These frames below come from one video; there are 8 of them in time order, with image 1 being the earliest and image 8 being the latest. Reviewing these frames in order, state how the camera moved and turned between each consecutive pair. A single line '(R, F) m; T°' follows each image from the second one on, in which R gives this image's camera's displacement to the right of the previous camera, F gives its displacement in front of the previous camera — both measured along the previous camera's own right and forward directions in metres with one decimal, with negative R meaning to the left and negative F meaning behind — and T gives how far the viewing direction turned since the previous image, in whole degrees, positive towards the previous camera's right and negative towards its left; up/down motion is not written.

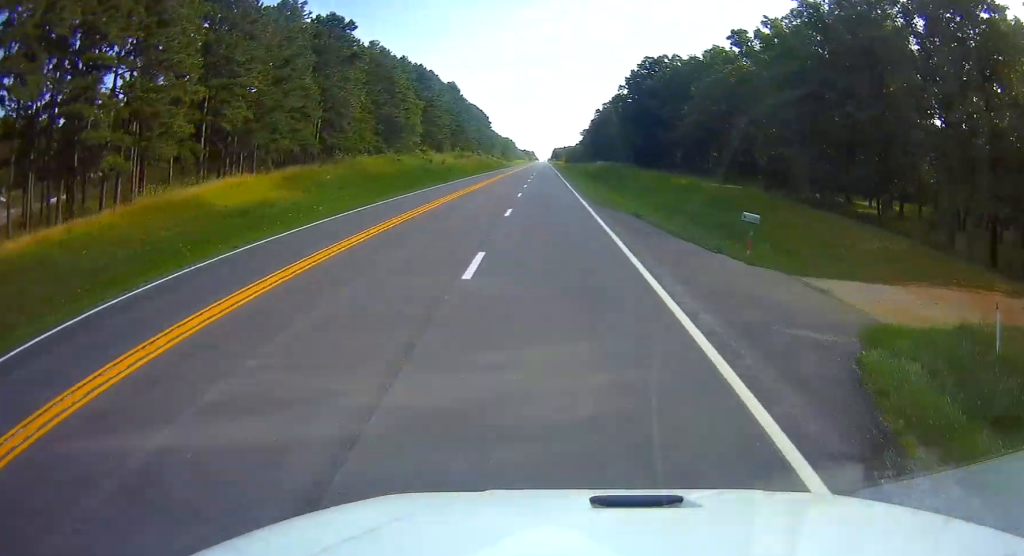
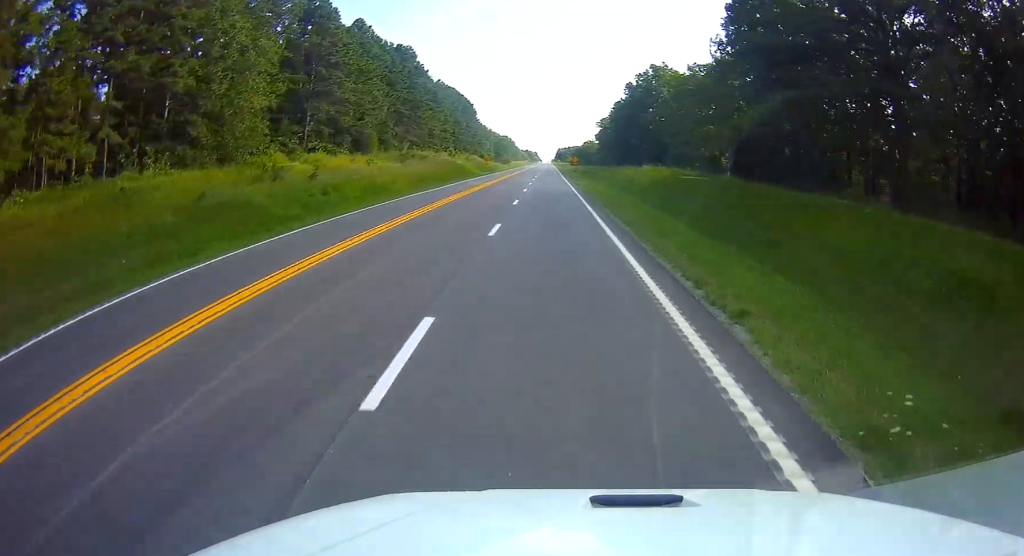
(-0.1, +54.0) m; 0°
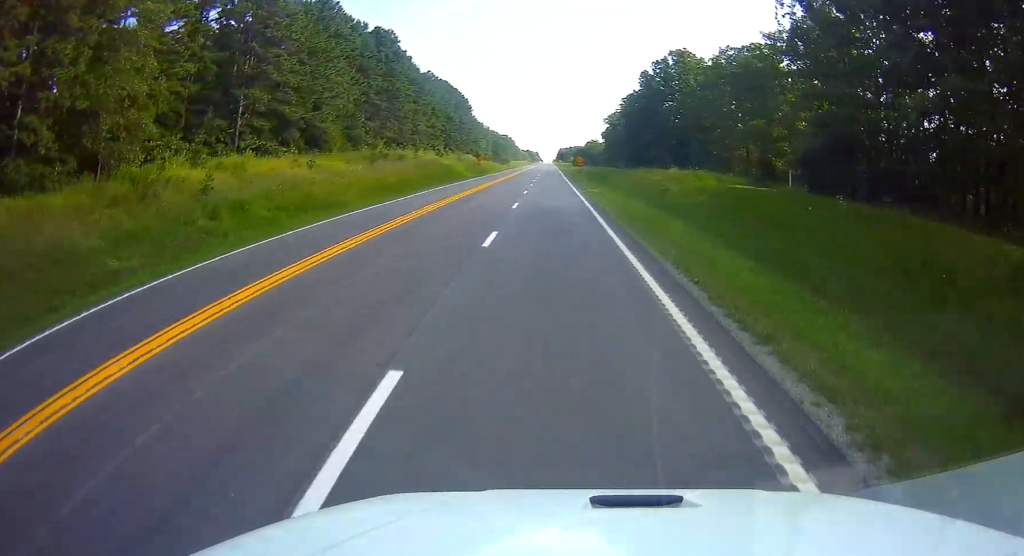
(0.0, +14.3) m; 0°
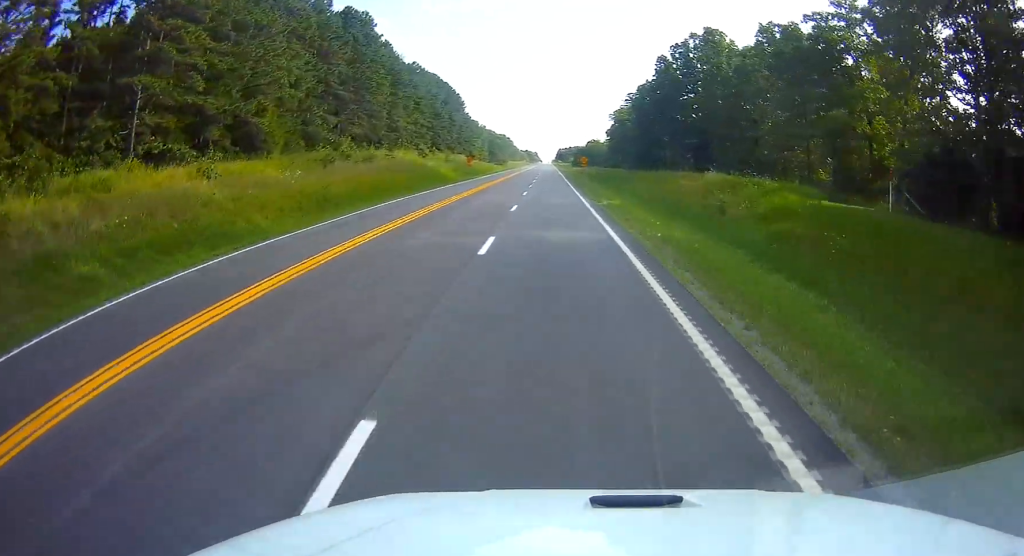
(0.0, +13.3) m; 0°
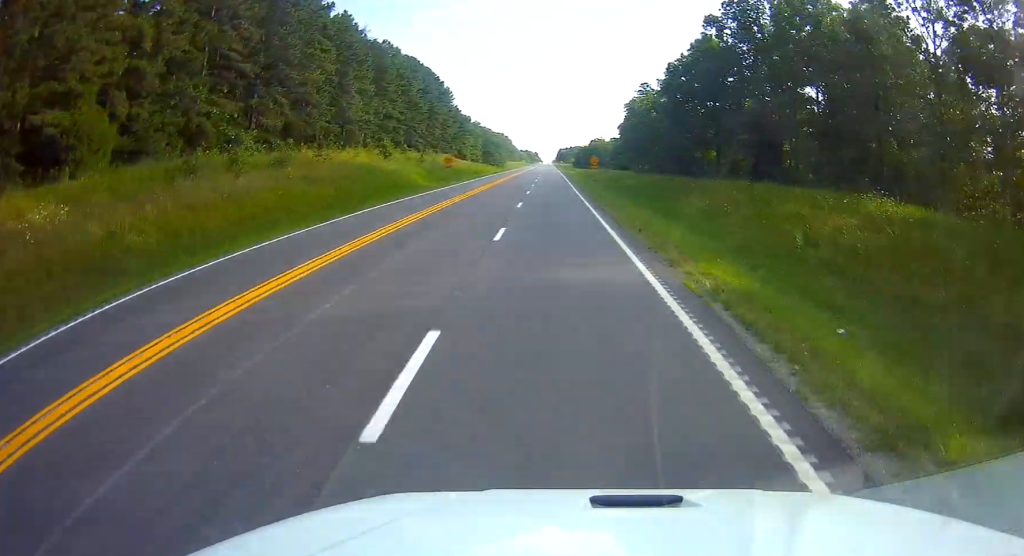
(0.0, +21.5) m; 0°
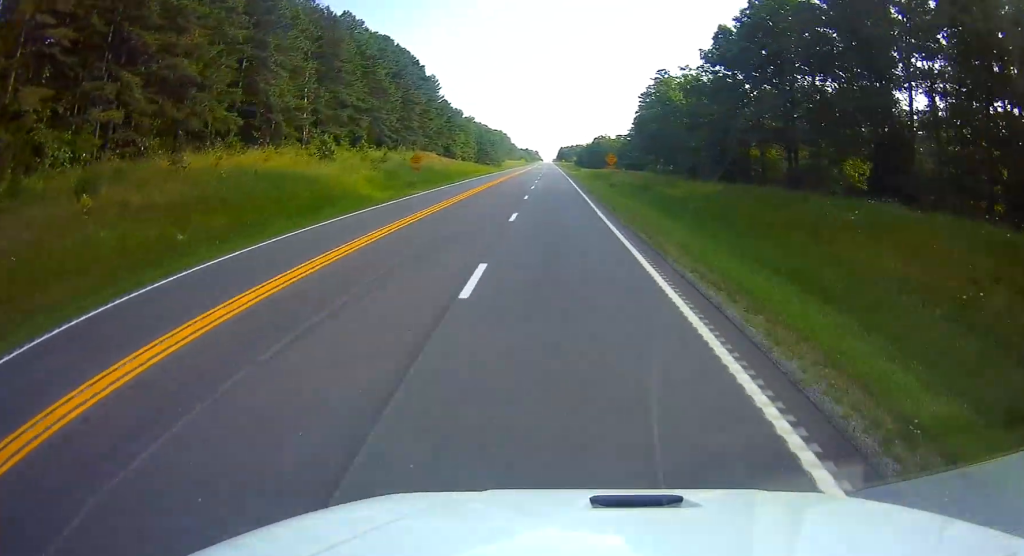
(+0.1, +19.4) m; 0°
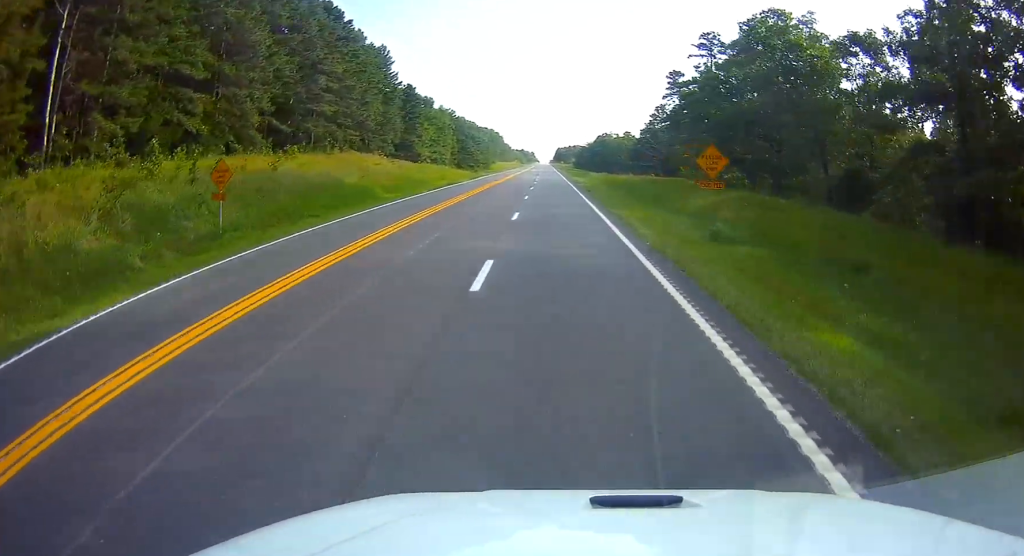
(0.0, +35.6) m; 0°
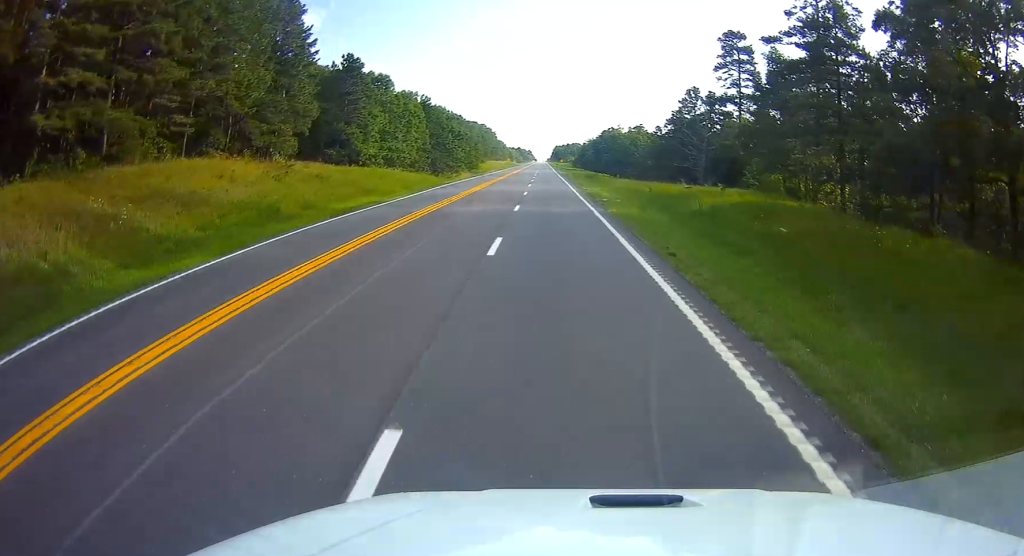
(0.0, +32.7) m; 0°
